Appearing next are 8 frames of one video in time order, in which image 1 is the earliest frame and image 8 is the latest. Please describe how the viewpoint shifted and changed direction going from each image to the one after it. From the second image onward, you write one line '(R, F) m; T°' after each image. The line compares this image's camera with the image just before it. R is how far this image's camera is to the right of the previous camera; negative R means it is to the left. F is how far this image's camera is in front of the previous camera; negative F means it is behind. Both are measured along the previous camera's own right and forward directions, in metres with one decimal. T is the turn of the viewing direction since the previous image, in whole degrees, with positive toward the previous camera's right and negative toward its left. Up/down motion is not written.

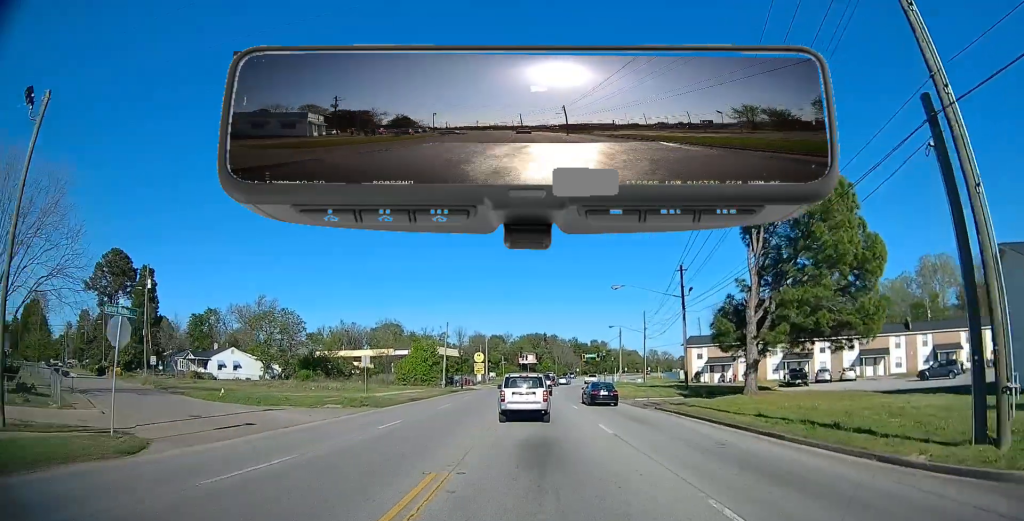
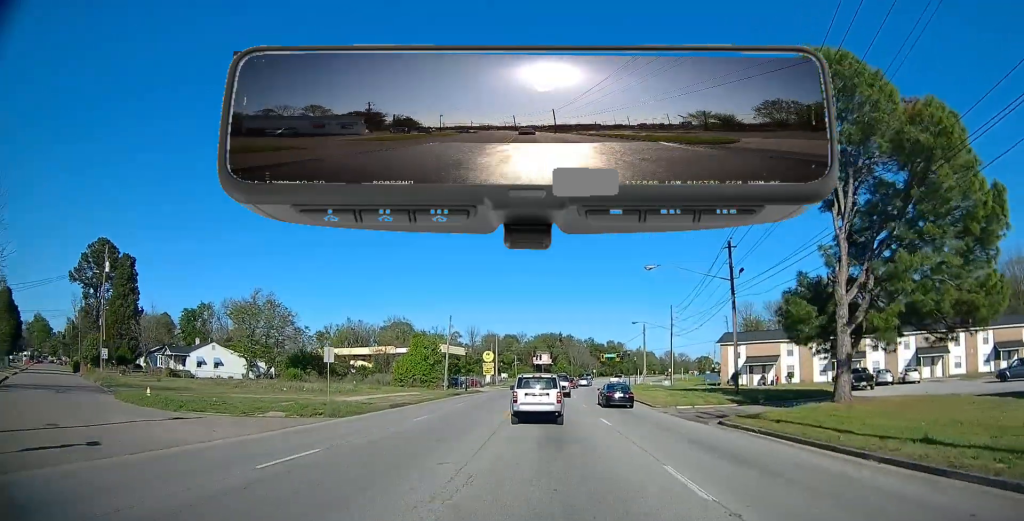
(0.0, +8.8) m; -1°
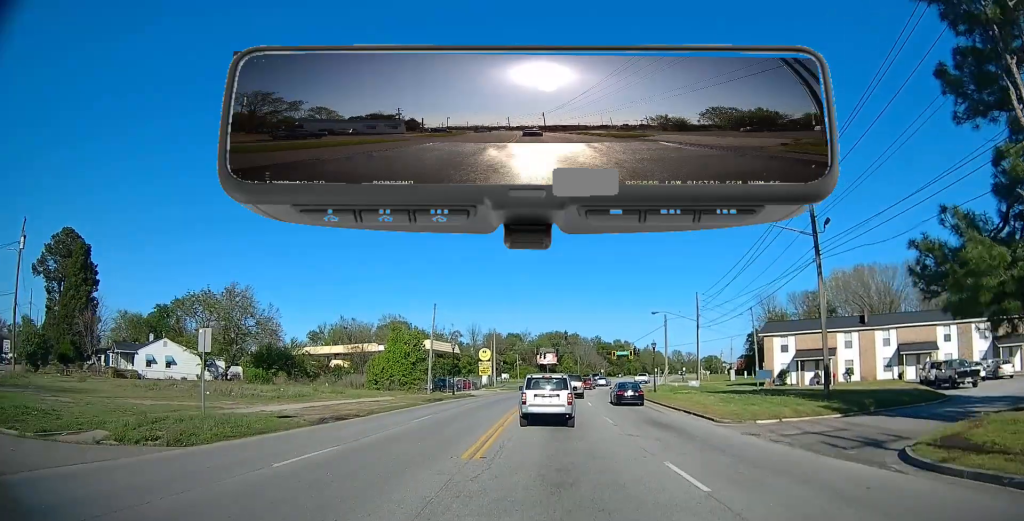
(-0.2, +11.9) m; -1°
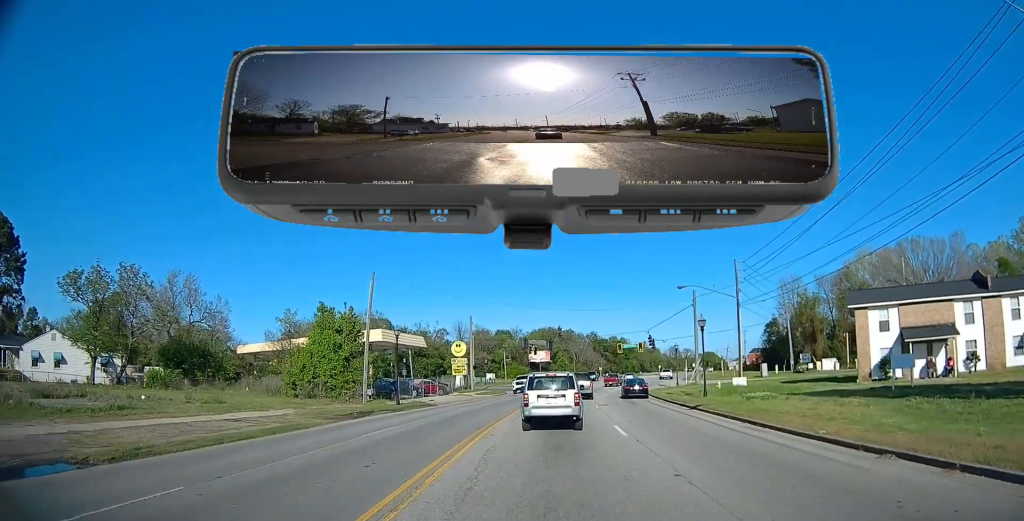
(+0.1, +17.4) m; 0°
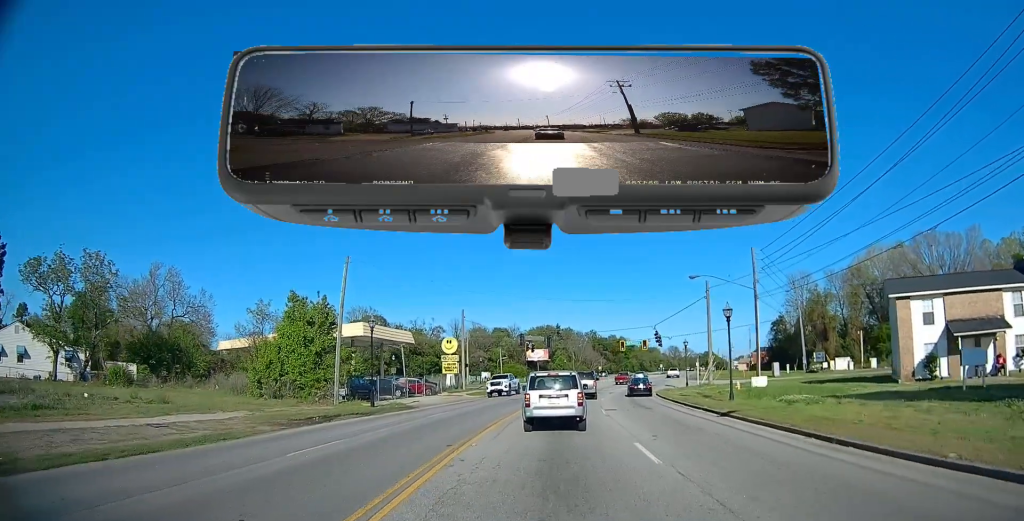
(0.0, +4.8) m; 0°
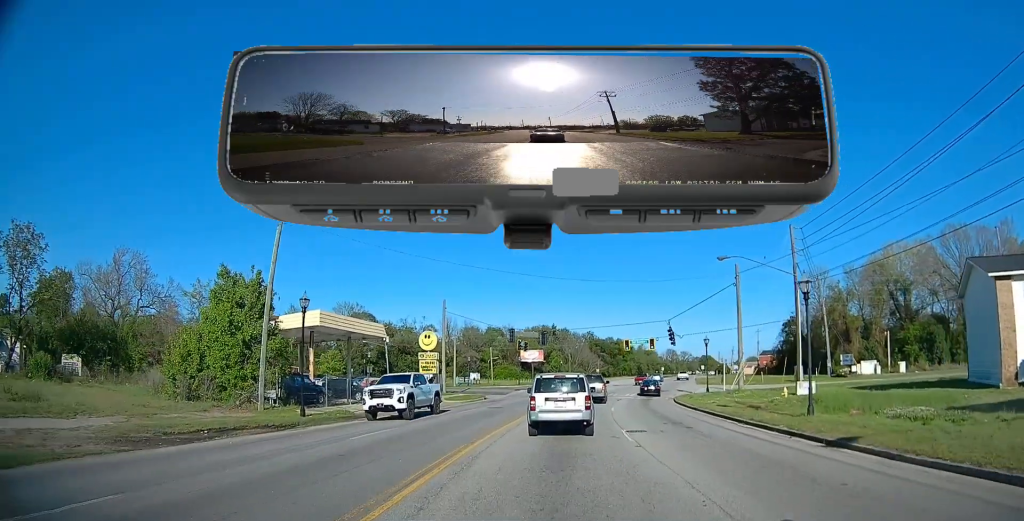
(0.0, +8.4) m; +1°
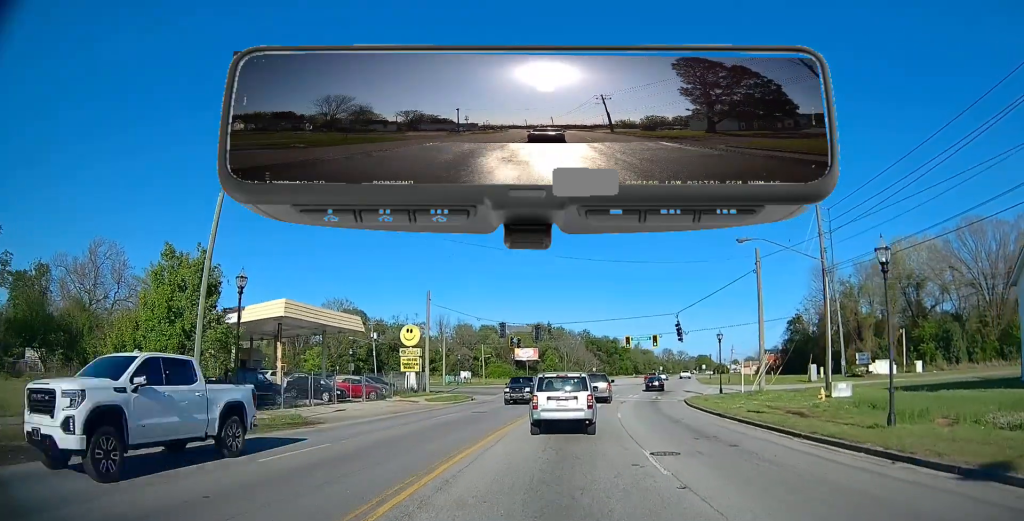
(0.0, +4.7) m; +1°
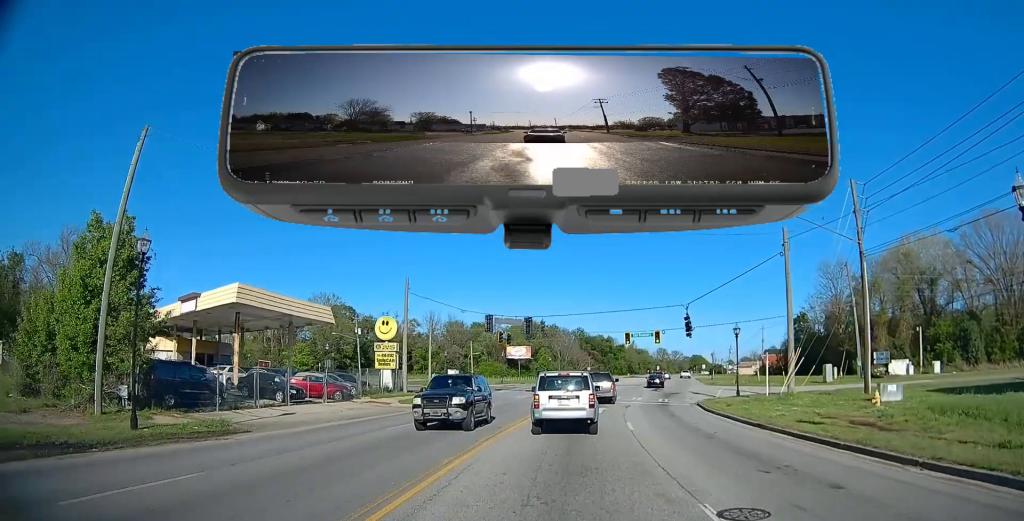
(0.0, +4.9) m; +1°
